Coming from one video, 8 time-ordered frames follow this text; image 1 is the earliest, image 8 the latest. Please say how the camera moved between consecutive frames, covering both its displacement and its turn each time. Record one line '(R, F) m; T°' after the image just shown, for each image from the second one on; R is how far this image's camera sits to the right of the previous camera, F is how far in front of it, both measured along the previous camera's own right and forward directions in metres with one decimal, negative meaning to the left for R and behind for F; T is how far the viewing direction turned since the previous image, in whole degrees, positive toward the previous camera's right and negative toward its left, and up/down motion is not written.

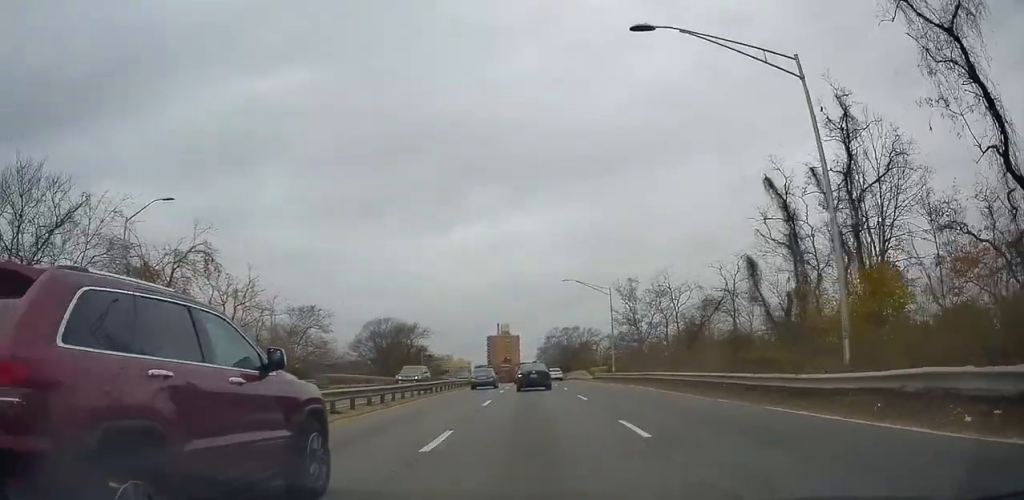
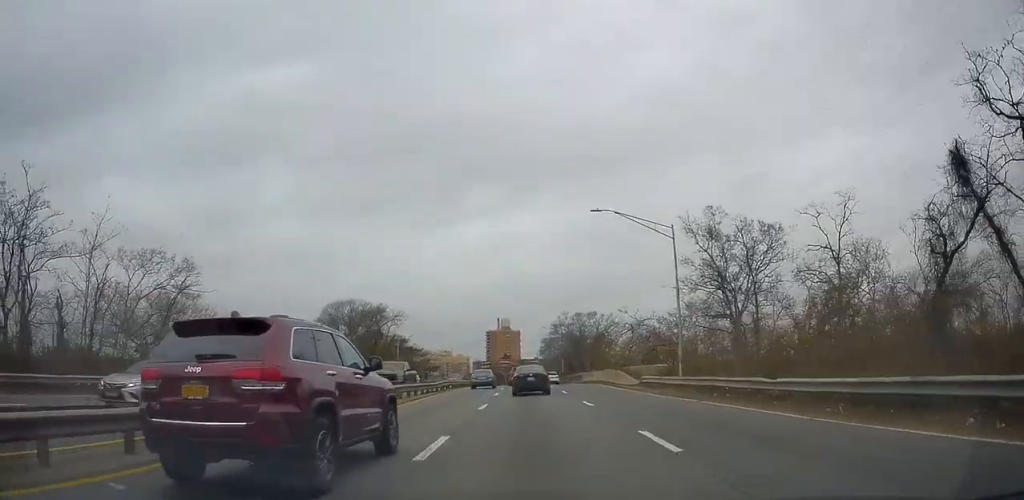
(0.0, +23.8) m; +1°
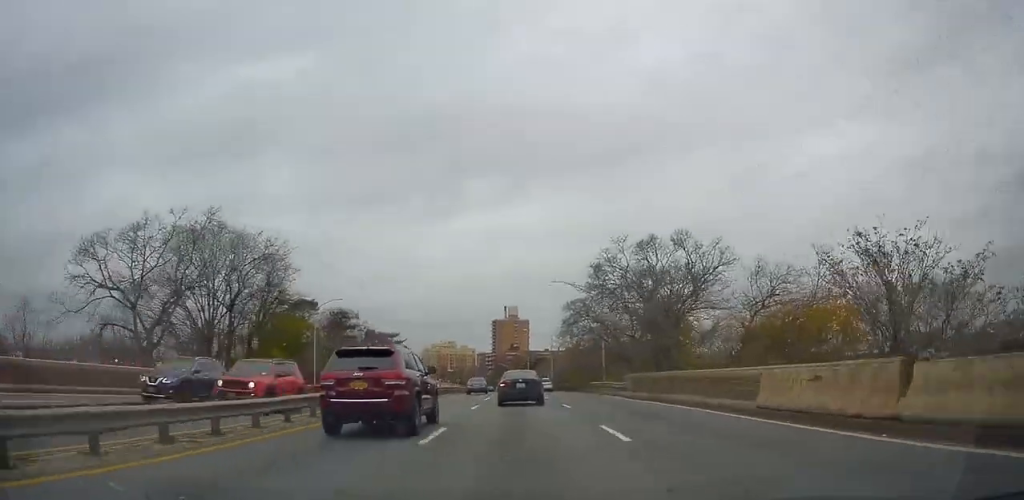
(+0.5, +43.6) m; 0°
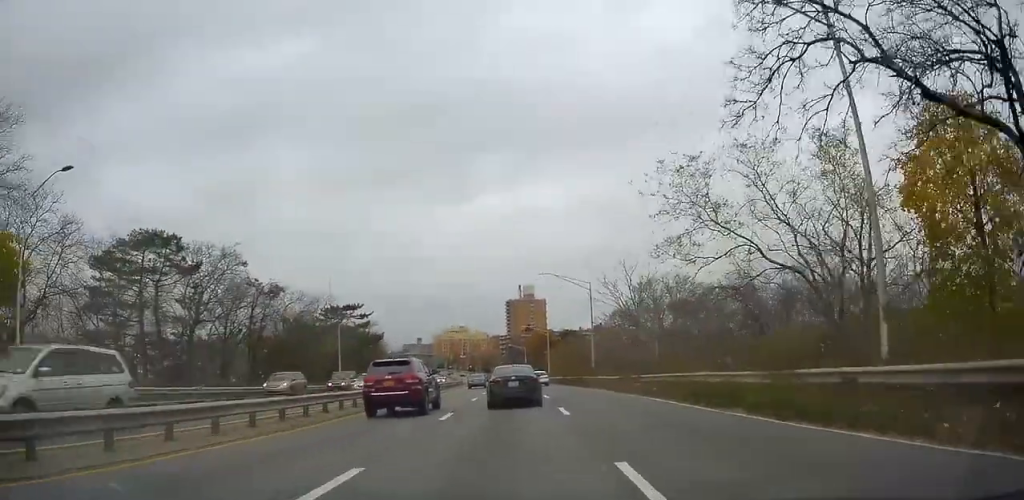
(-0.3, +39.3) m; 0°
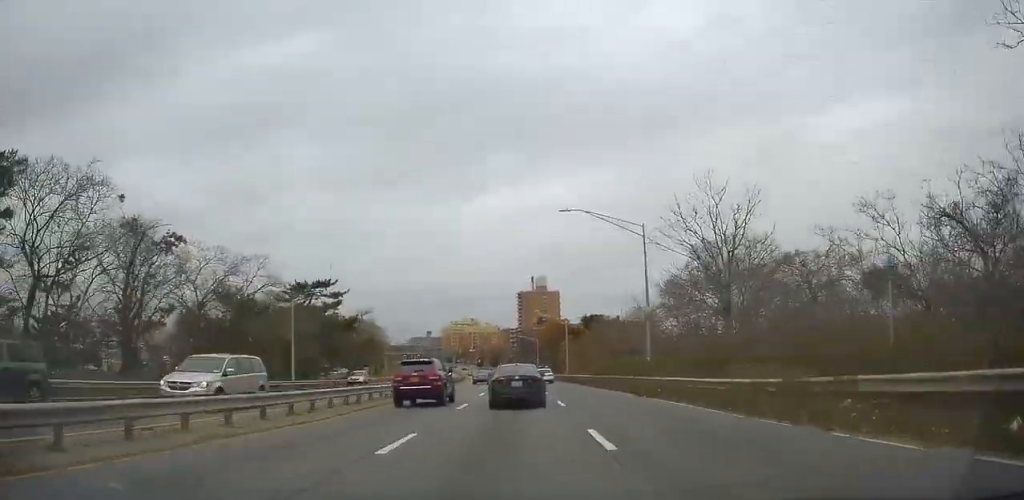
(+0.1, +18.5) m; -1°
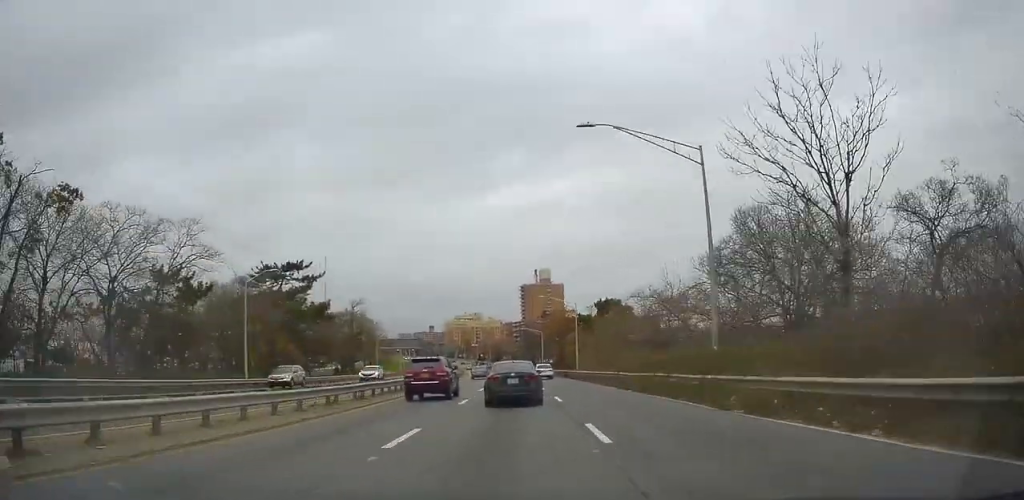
(-0.1, +10.5) m; -1°
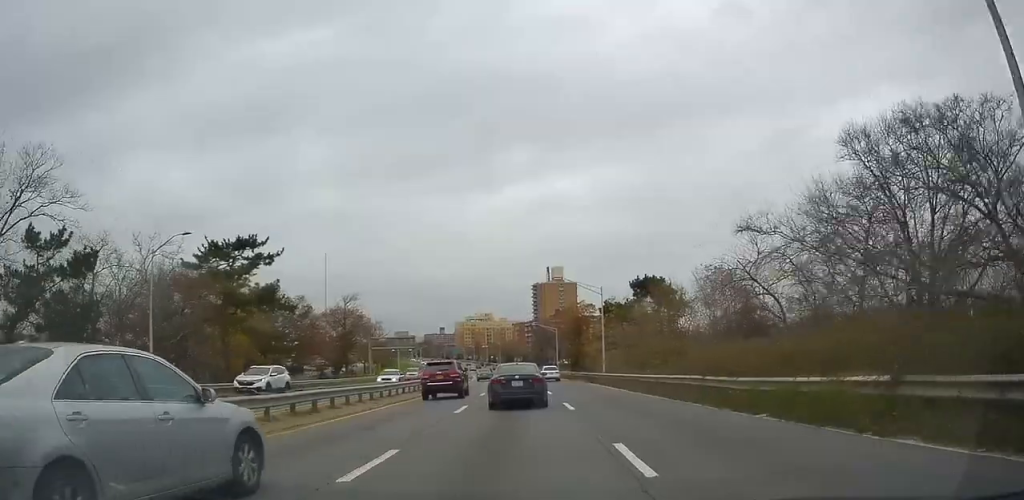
(-0.3, +14.1) m; -1°
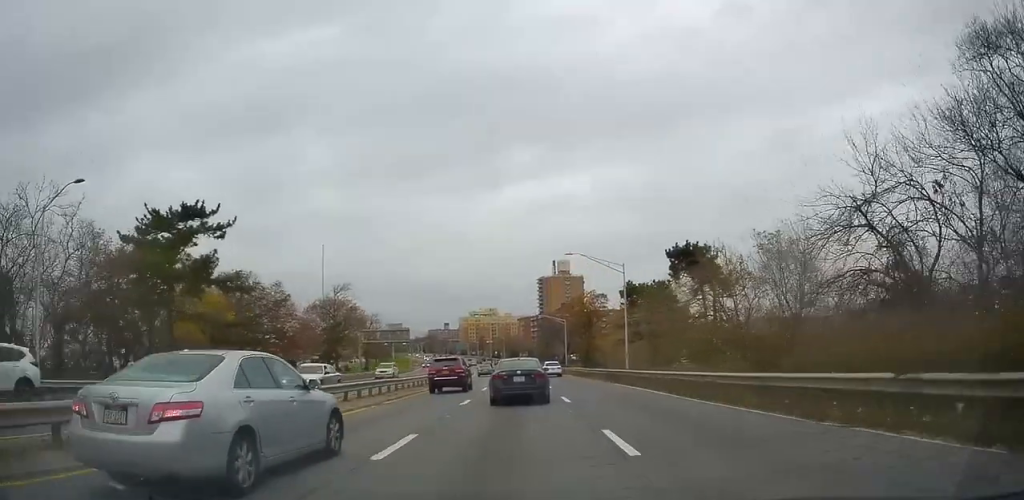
(0.0, +9.8) m; -1°
